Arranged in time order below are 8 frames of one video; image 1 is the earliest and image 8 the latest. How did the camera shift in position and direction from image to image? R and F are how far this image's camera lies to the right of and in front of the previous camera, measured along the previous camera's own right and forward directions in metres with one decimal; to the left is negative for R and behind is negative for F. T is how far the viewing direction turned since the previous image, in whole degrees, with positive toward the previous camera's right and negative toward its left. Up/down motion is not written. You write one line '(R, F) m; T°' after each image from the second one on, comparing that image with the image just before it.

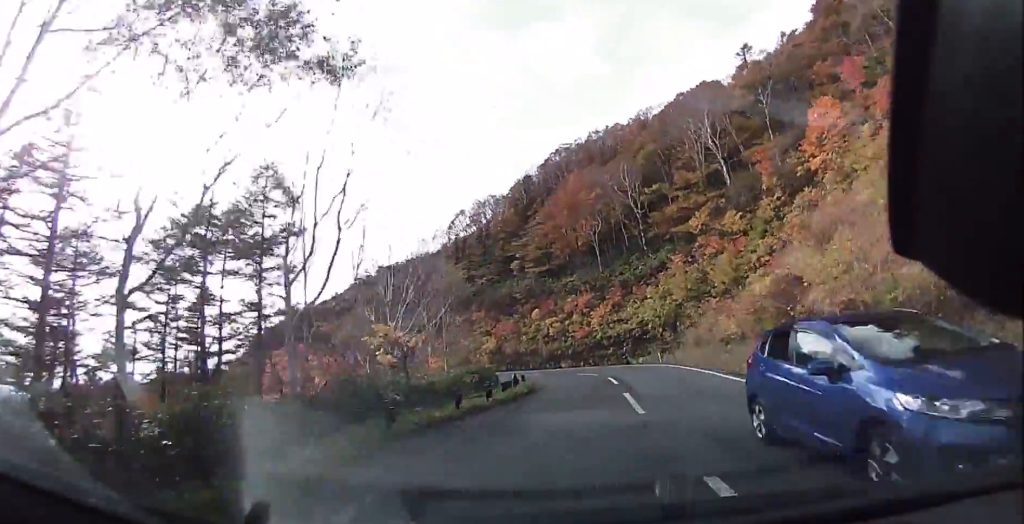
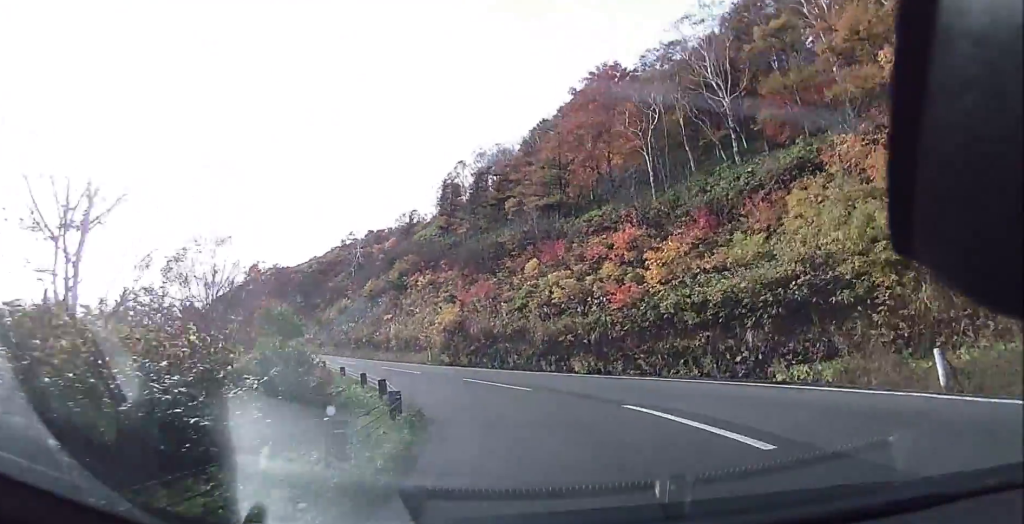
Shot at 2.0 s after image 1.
(-1.0, +21.6) m; -3°
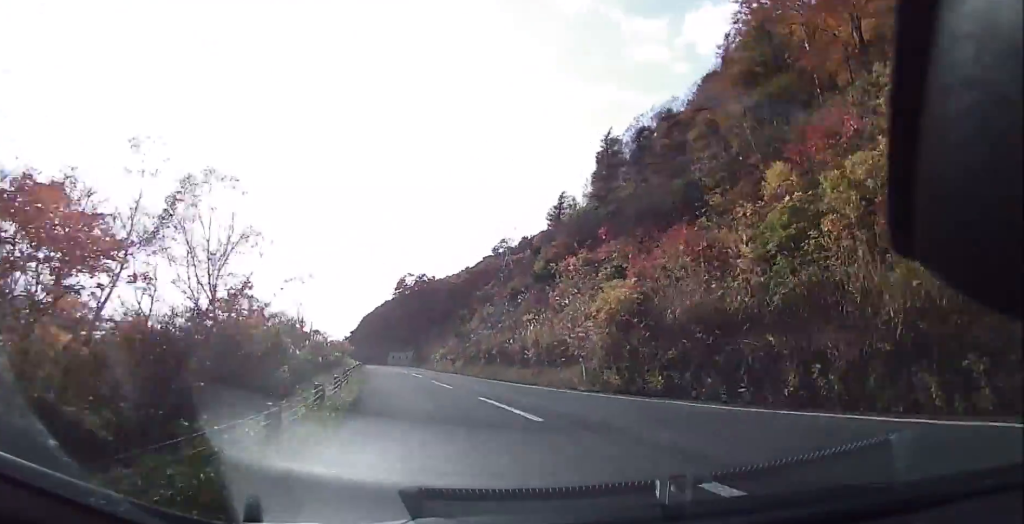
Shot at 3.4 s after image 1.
(0.0, +14.3) m; -7°
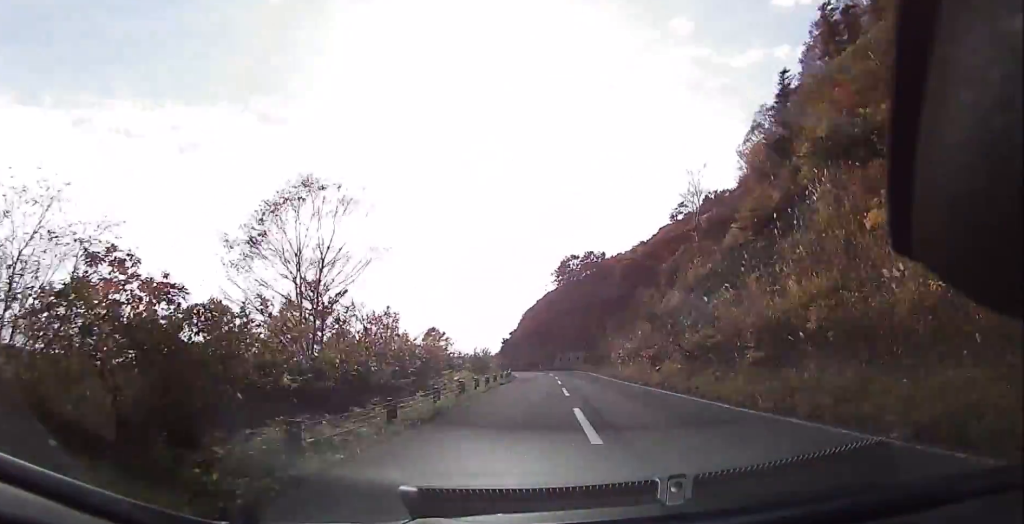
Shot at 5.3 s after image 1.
(-2.7, +18.9) m; -20°
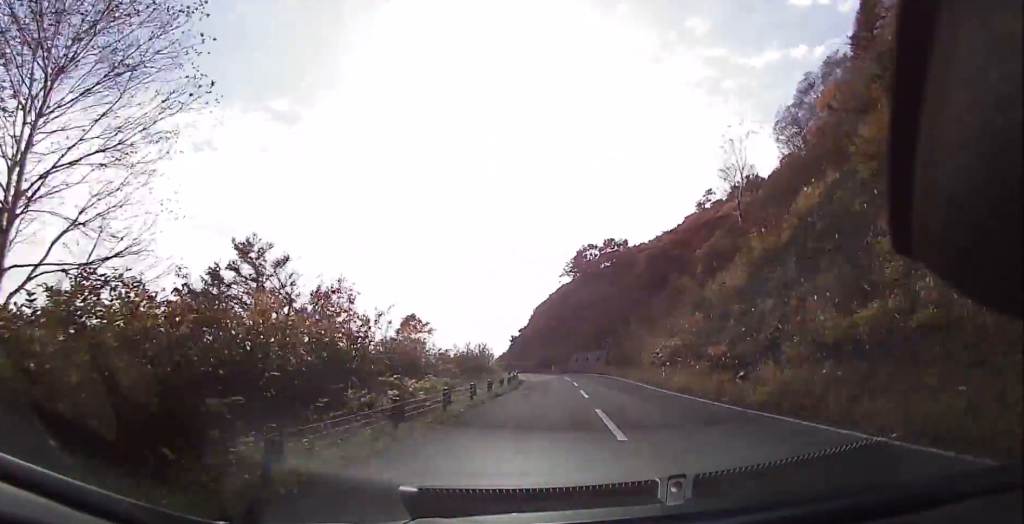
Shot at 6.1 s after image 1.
(-1.6, +8.7) m; -8°
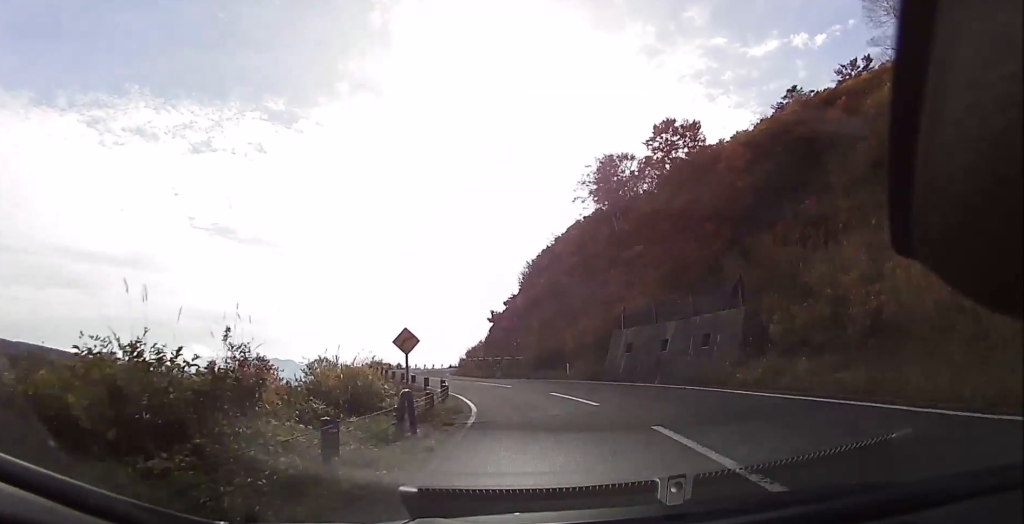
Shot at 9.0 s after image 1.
(-1.2, +32.2) m; -6°
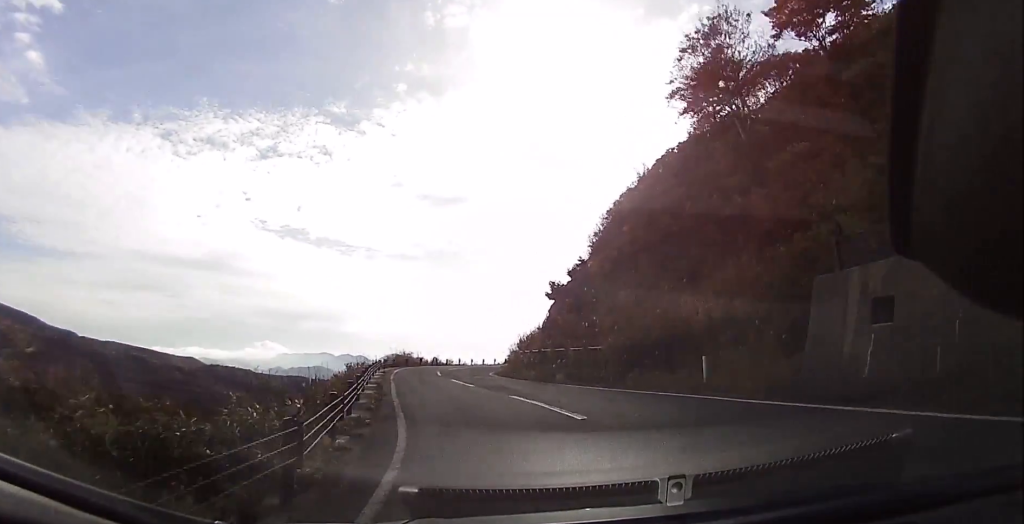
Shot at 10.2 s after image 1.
(-0.2, +13.3) m; -6°
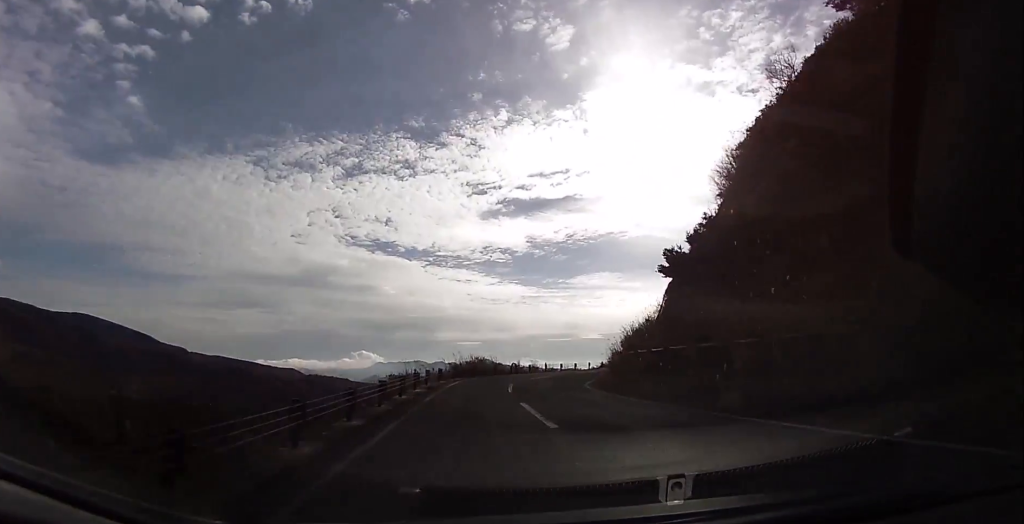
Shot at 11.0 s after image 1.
(-0.7, +9.4) m; -6°
